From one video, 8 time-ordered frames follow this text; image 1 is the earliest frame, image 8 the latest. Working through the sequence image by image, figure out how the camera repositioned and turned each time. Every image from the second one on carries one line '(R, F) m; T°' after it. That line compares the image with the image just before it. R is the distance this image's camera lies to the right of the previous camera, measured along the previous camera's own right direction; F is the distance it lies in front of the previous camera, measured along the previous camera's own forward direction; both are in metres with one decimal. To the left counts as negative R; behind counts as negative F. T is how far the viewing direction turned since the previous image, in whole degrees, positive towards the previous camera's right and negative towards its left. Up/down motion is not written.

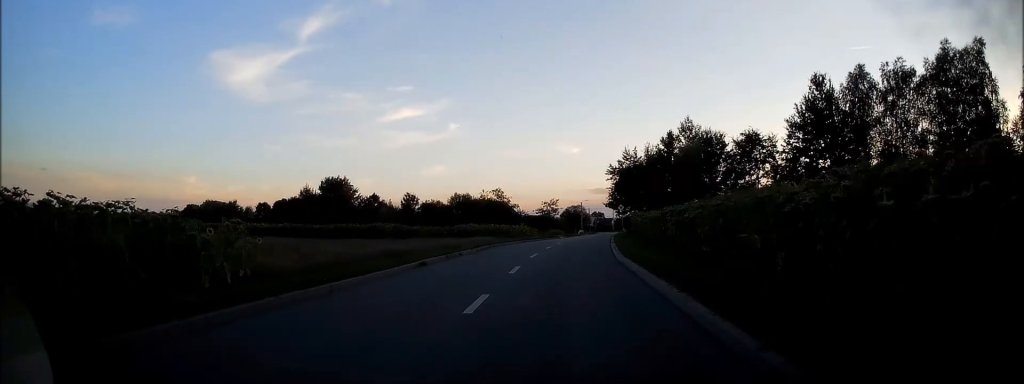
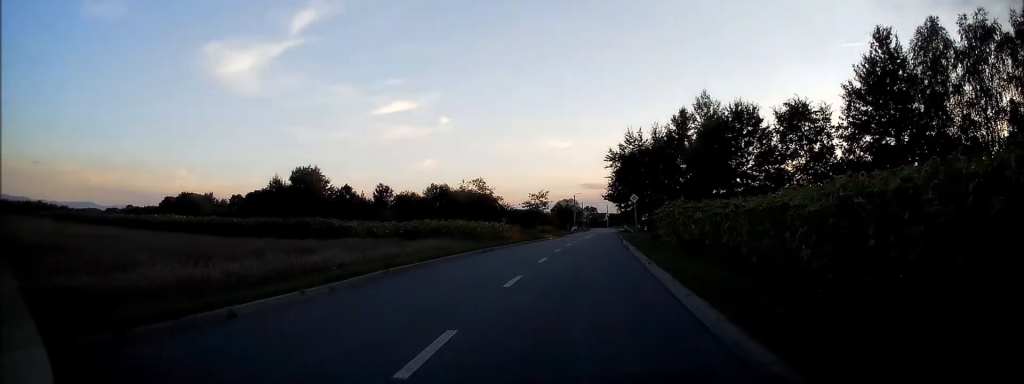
(+0.3, +15.7) m; +2°
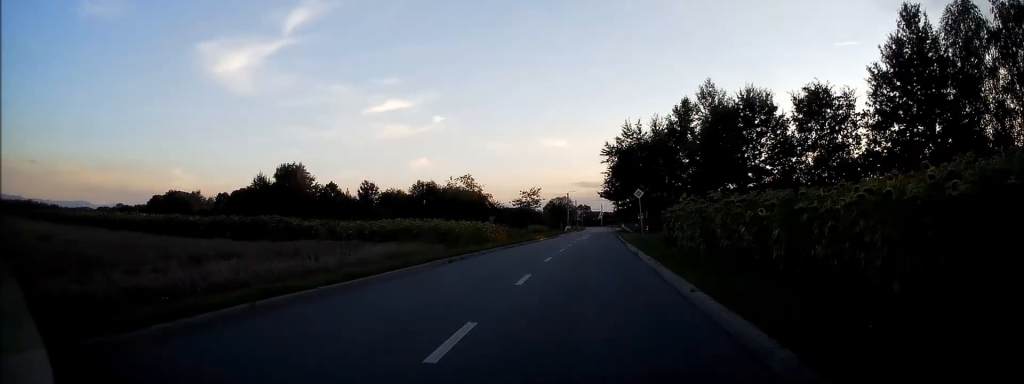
(+0.1, +5.7) m; +1°
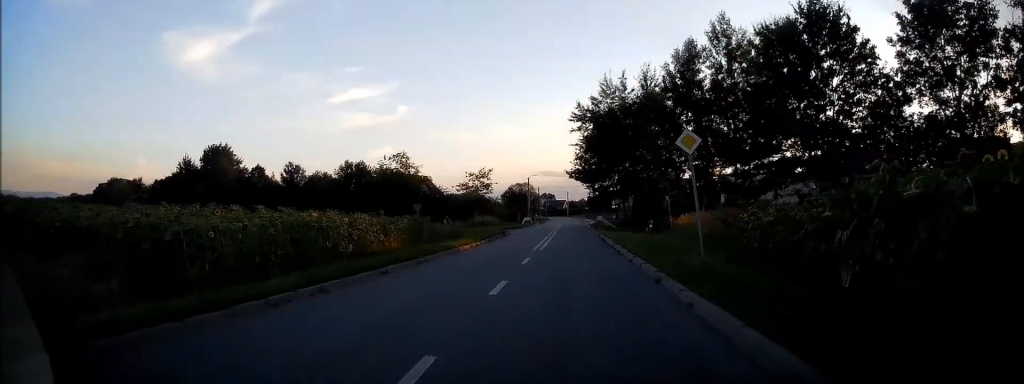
(+0.1, +20.5) m; 0°
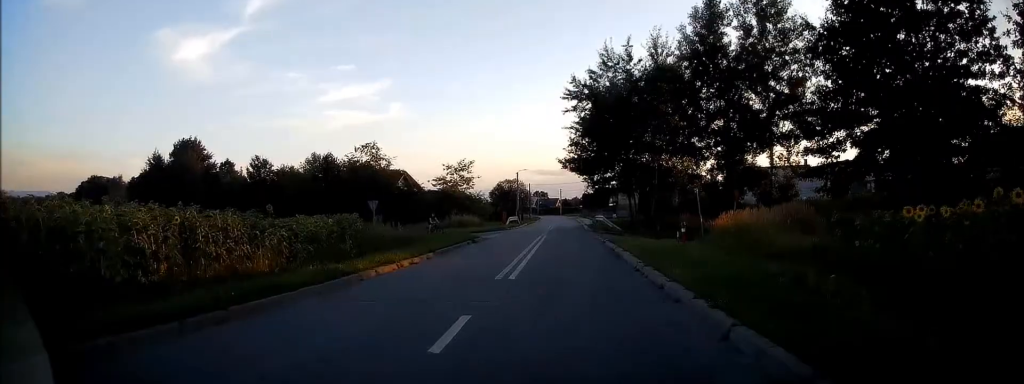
(0.0, +9.9) m; +1°
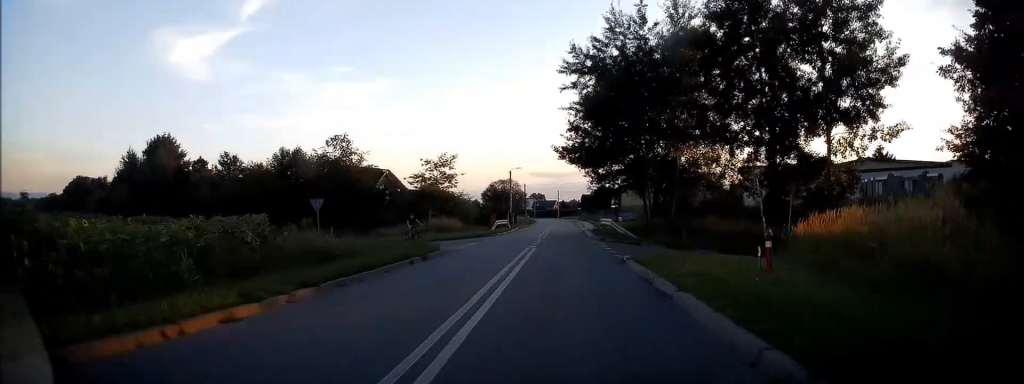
(+0.1, +8.7) m; +1°
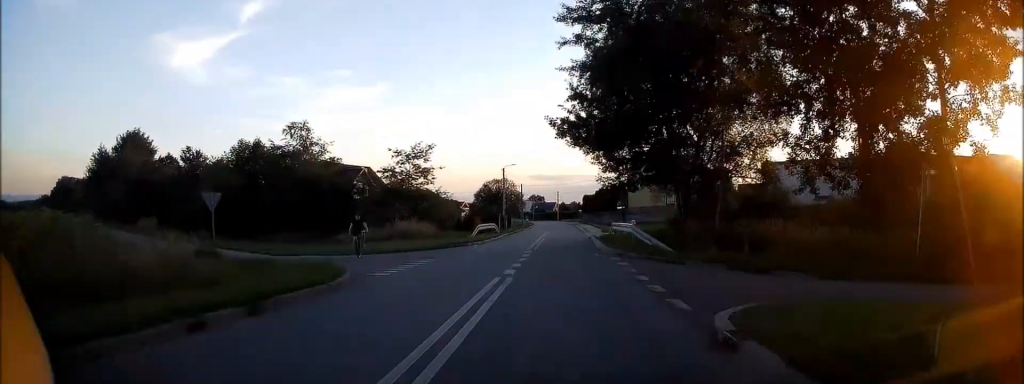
(+0.2, +10.2) m; +1°
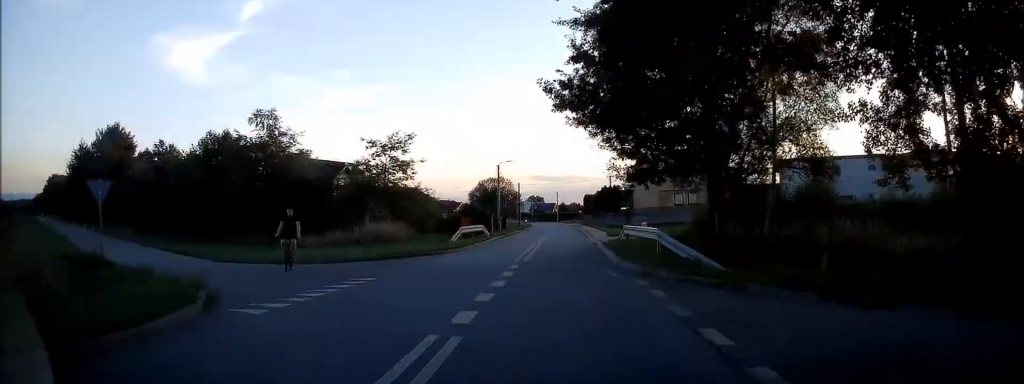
(+0.1, +6.3) m; -1°
